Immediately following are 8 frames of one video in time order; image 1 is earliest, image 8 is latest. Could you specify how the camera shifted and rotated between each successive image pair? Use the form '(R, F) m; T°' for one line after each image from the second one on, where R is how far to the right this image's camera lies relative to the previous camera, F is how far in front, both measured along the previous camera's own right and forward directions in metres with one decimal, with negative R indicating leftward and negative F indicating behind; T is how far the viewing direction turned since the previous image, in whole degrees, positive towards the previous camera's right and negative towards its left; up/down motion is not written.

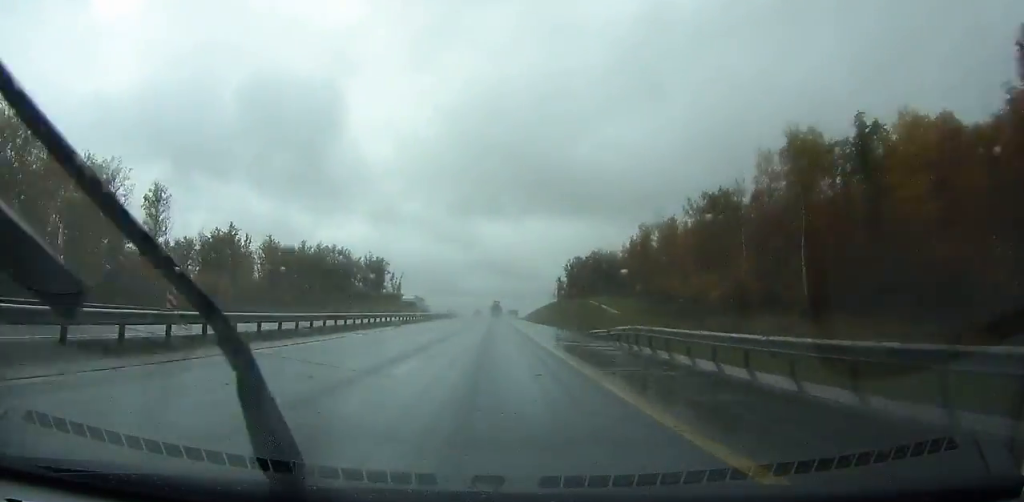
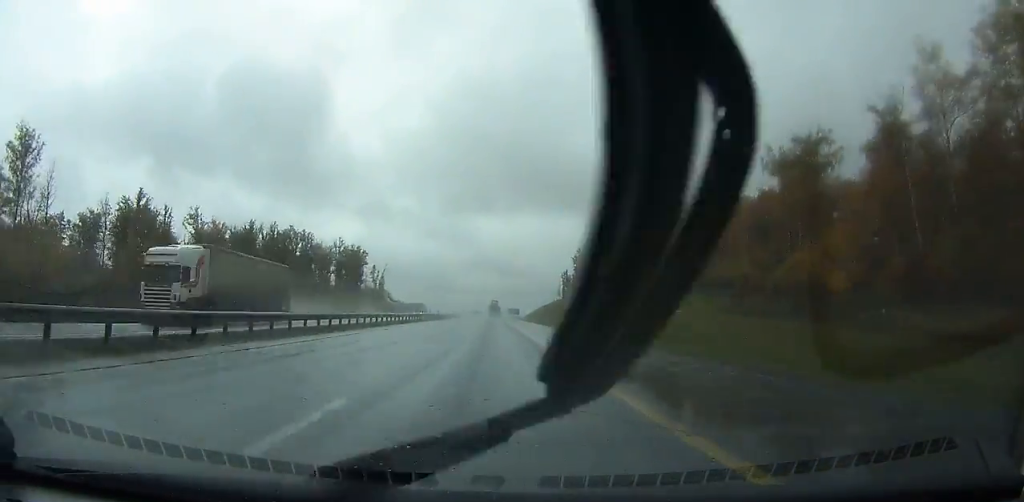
(+0.2, +43.8) m; +4°
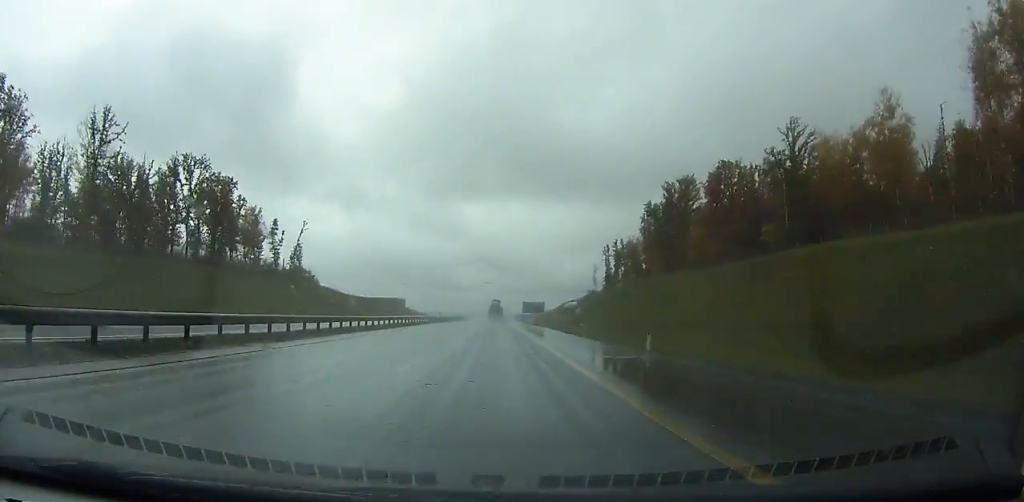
(+12.4, +126.9) m; -5°
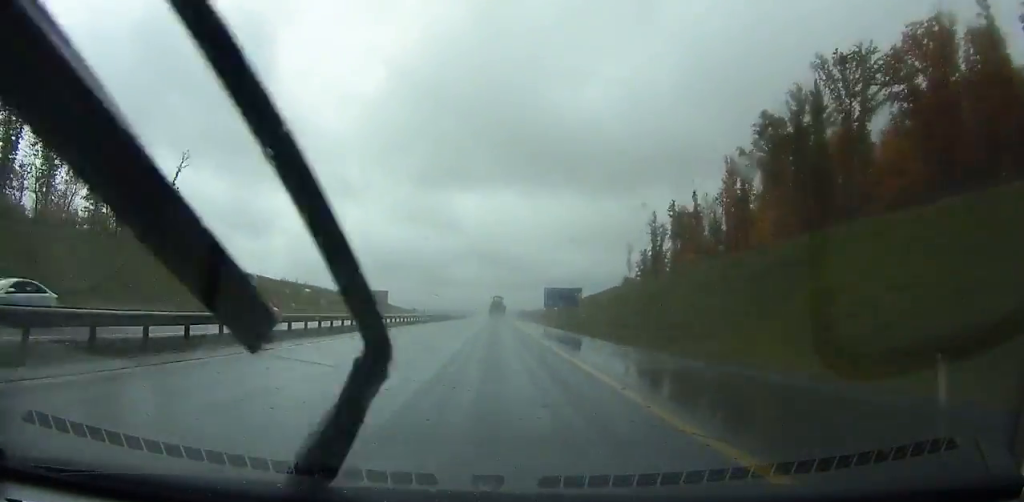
(-18.6, +59.0) m; -7°
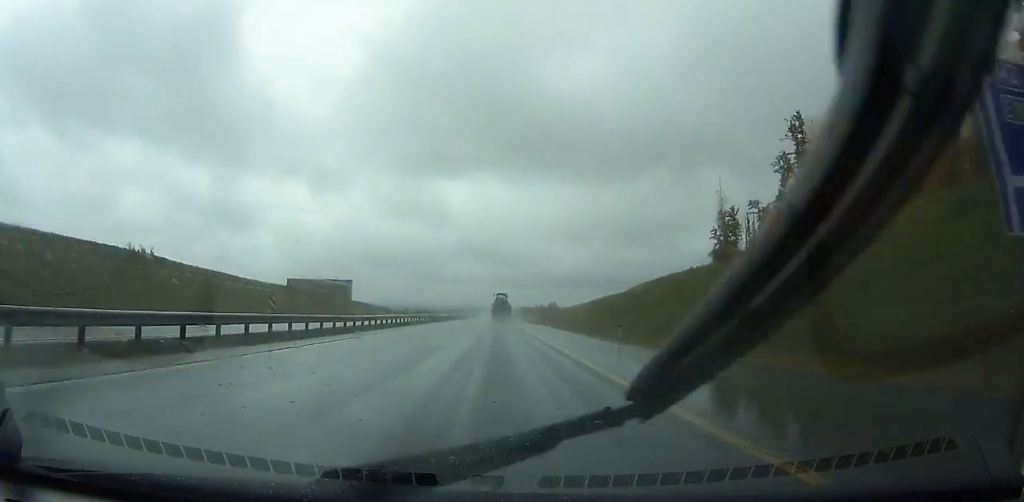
(+7.4, +77.5) m; +7°
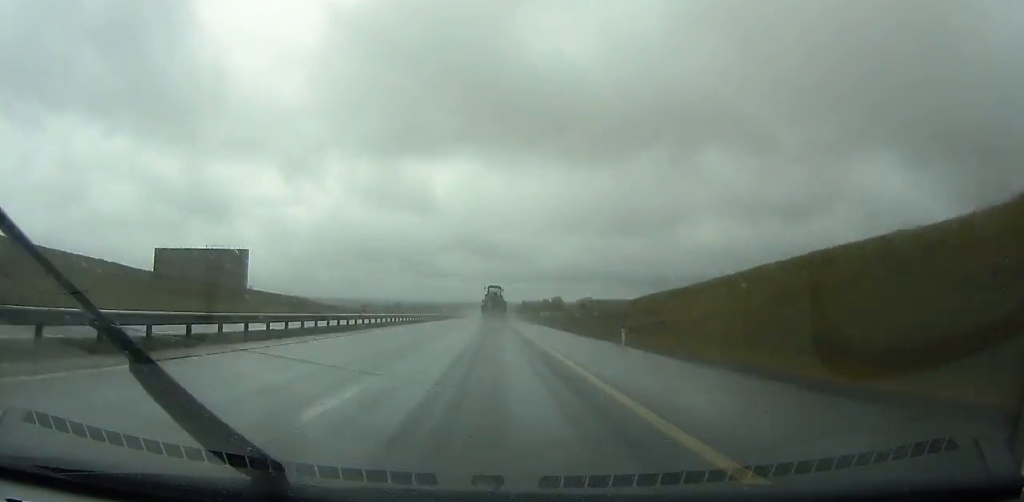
(+2.6, +99.3) m; +1°
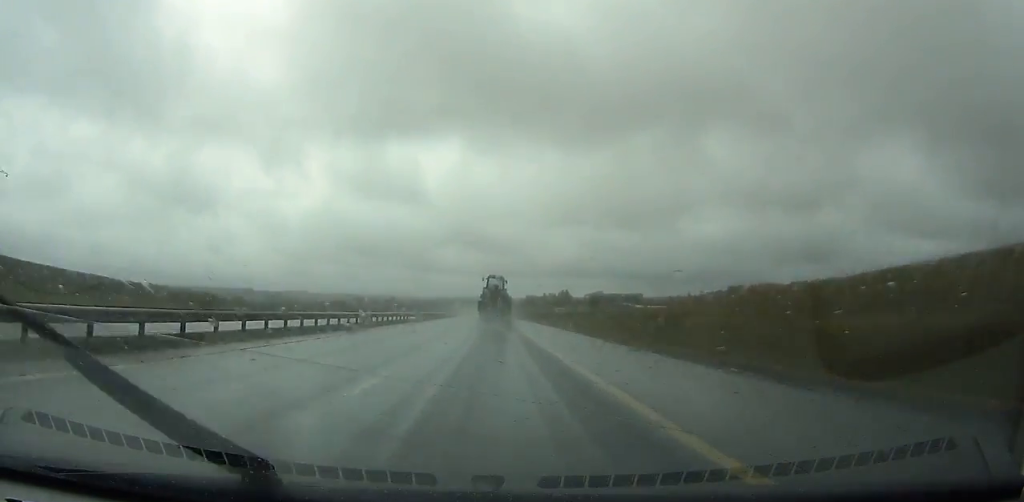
(-0.3, +81.4) m; 0°
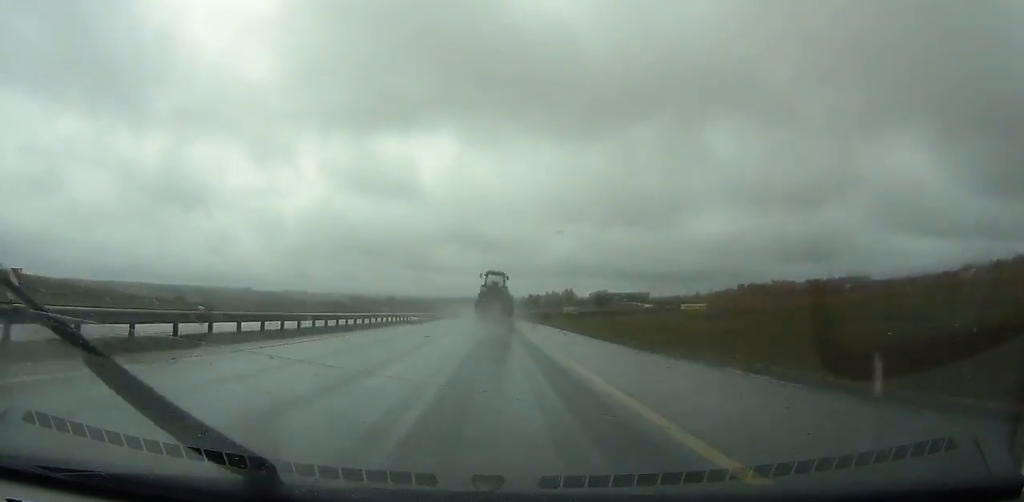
(0.0, +34.3) m; 0°
